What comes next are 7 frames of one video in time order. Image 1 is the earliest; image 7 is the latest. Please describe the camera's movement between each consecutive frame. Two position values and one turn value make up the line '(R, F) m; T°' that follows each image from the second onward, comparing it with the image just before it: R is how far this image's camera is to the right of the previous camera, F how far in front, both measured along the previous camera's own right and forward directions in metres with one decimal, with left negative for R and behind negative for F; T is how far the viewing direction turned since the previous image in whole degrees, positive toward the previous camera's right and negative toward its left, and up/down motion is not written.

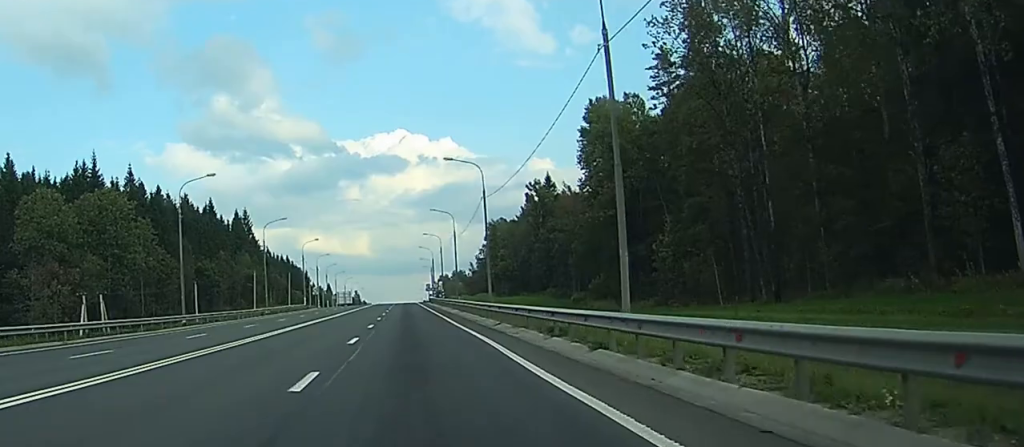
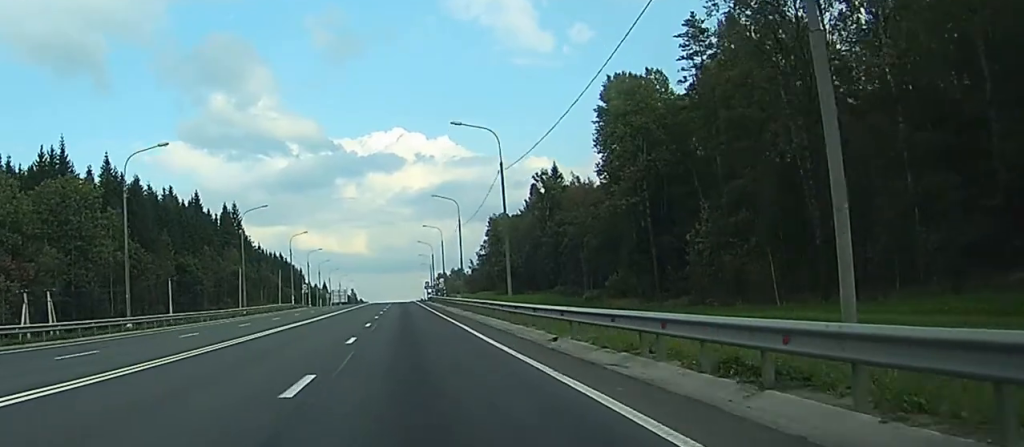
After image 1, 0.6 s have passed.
(+0.1, +13.0) m; 0°
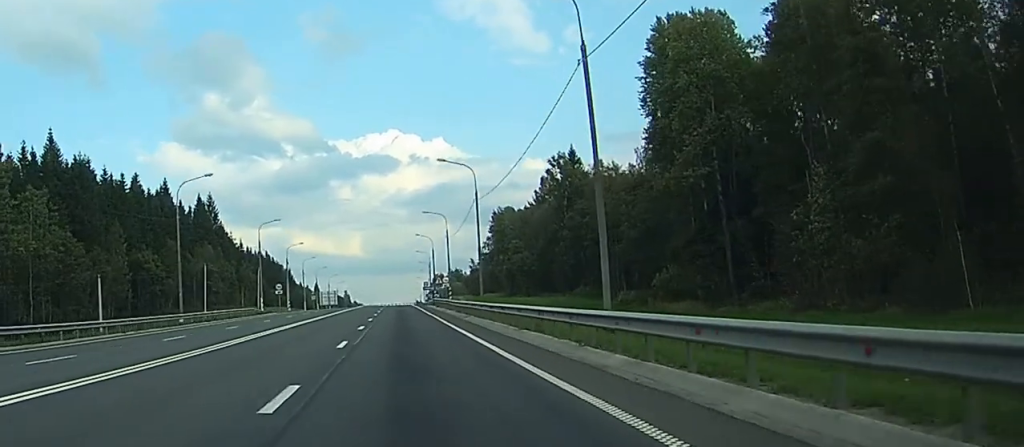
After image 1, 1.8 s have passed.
(0.0, +25.6) m; 0°
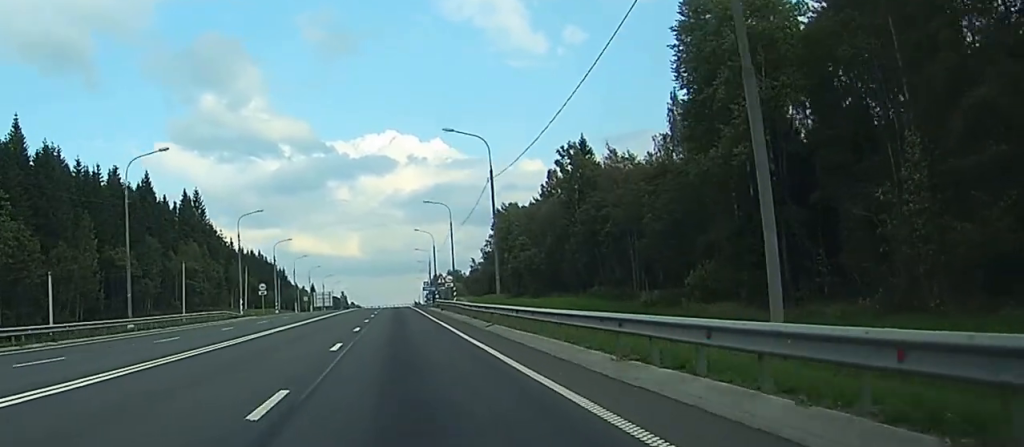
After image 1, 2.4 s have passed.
(+0.1, +12.7) m; 0°
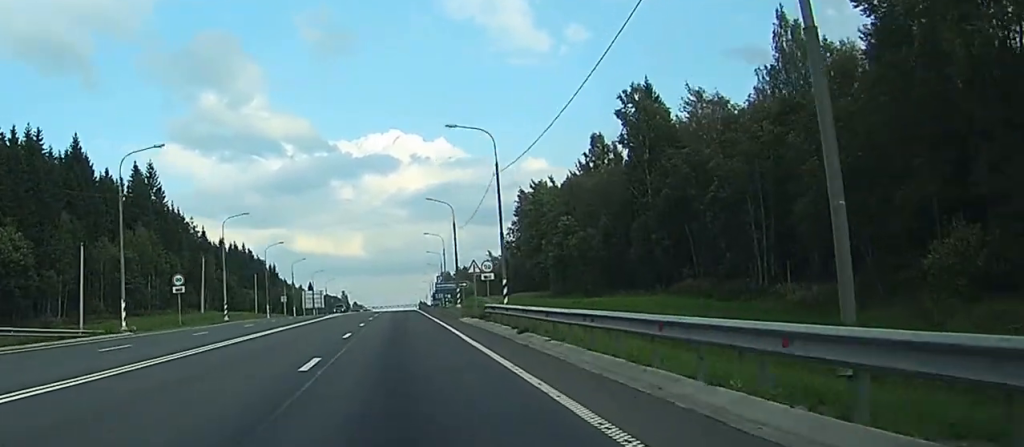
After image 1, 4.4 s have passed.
(-0.2, +42.1) m; 0°
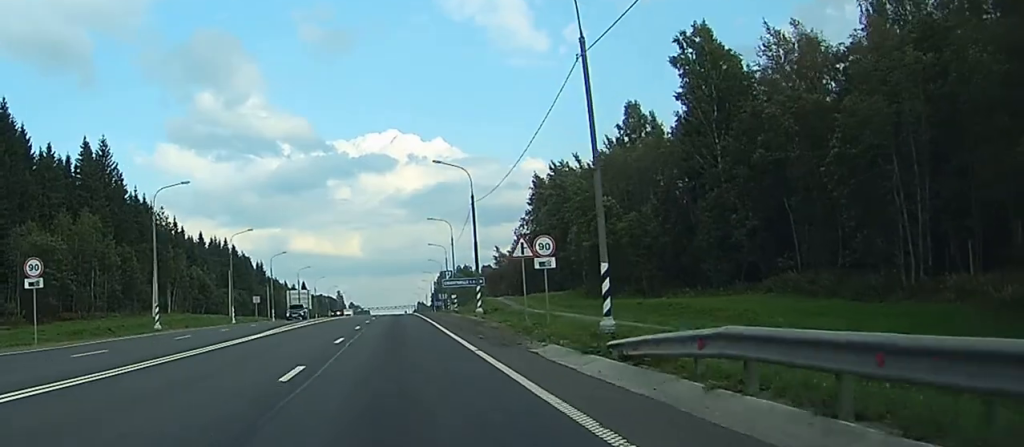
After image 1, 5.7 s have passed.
(0.0, +25.6) m; 0°
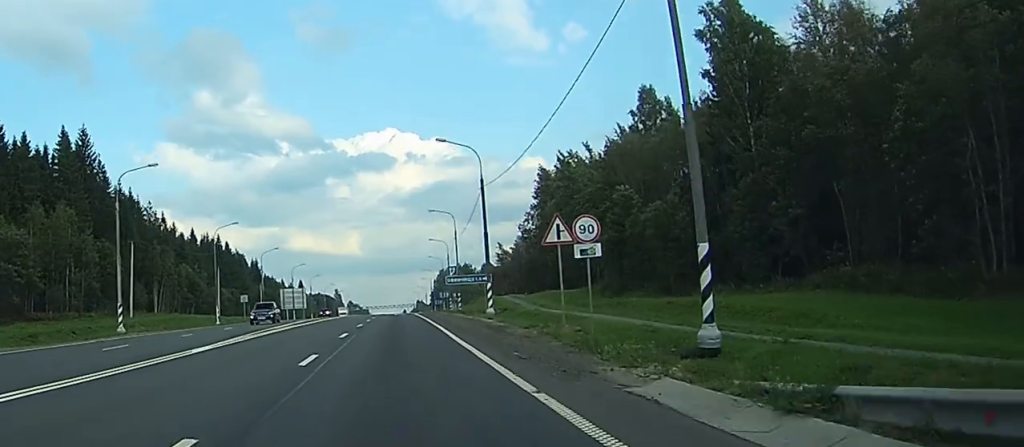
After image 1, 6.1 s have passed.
(0.0, +8.6) m; 0°
